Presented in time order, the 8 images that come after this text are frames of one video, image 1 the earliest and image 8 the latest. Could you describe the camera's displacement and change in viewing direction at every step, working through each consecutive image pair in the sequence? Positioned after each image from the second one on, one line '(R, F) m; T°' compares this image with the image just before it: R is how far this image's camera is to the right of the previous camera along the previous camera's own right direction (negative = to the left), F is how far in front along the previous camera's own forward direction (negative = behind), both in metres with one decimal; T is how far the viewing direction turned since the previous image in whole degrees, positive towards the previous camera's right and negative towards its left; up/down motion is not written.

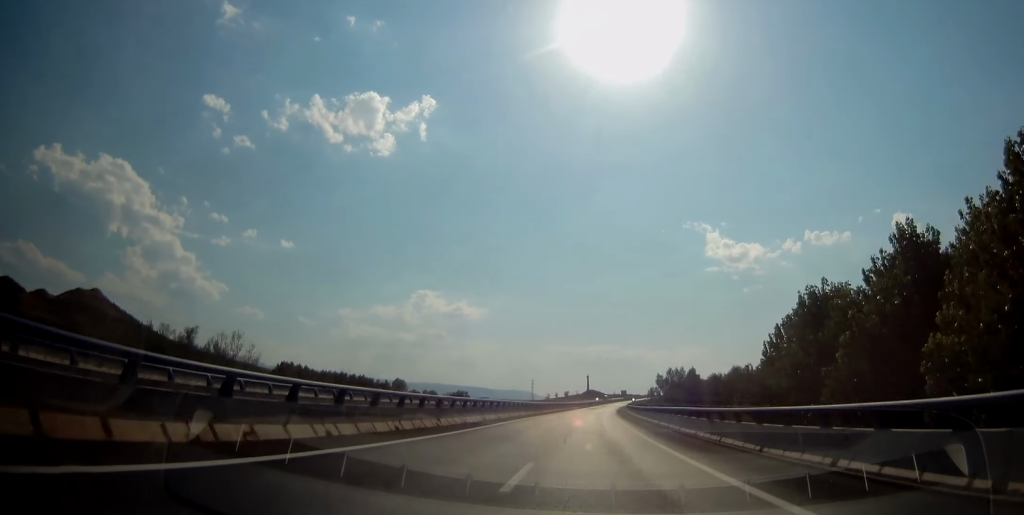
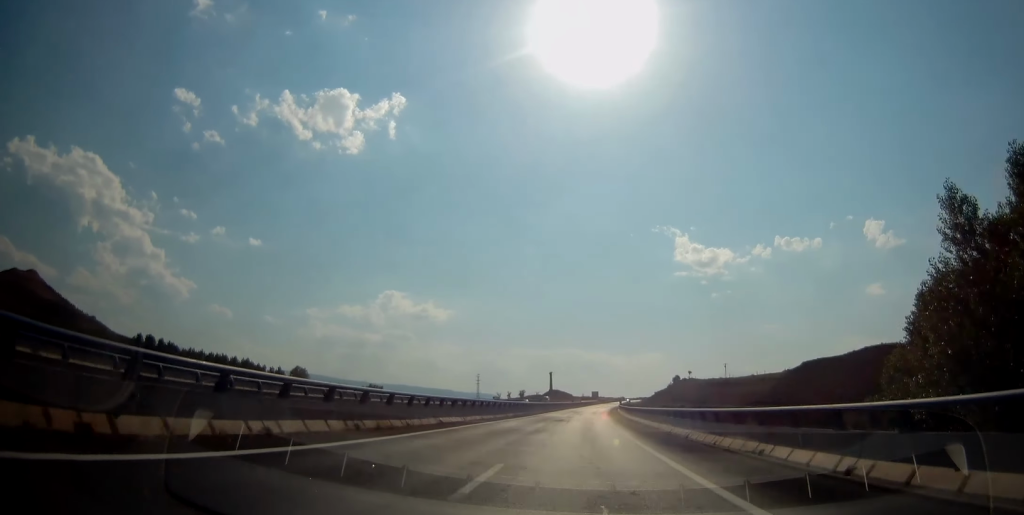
(+1.5, +103.8) m; +2°
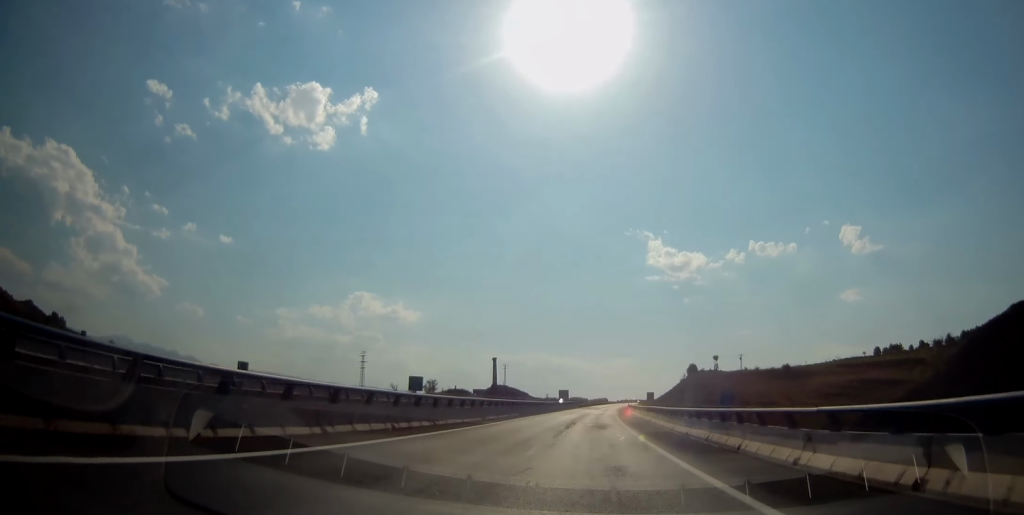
(+5.3, +145.2) m; +3°
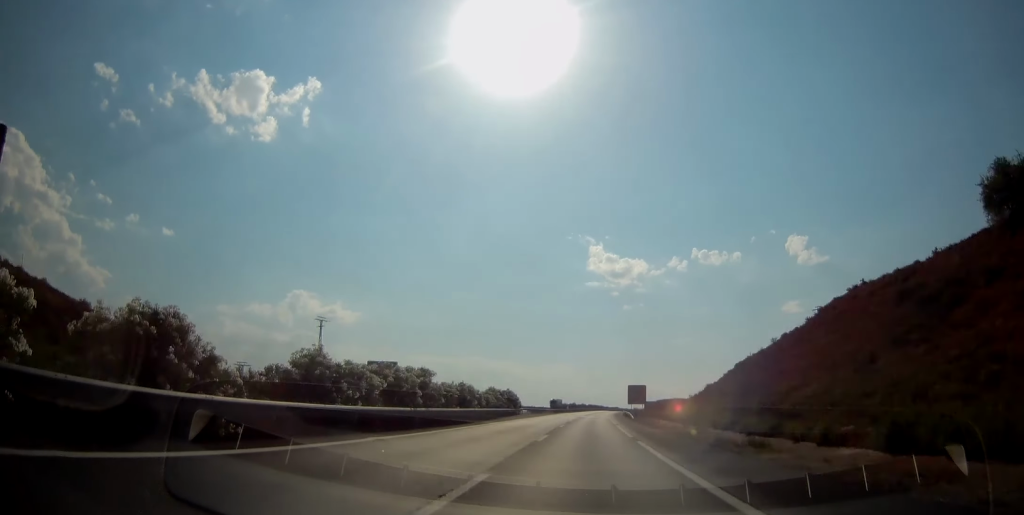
(+9.6, +221.2) m; +5°
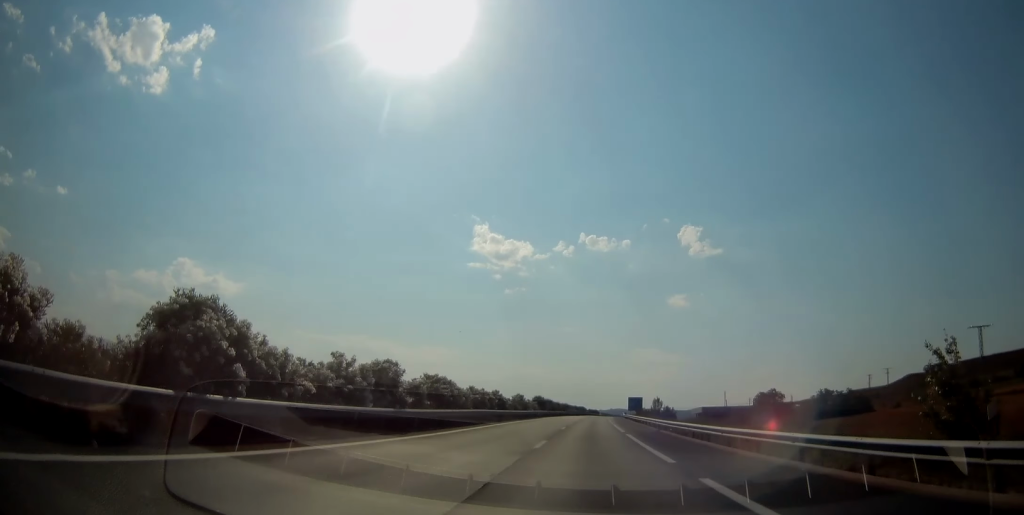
(+40.7, +441.6) m; +10°
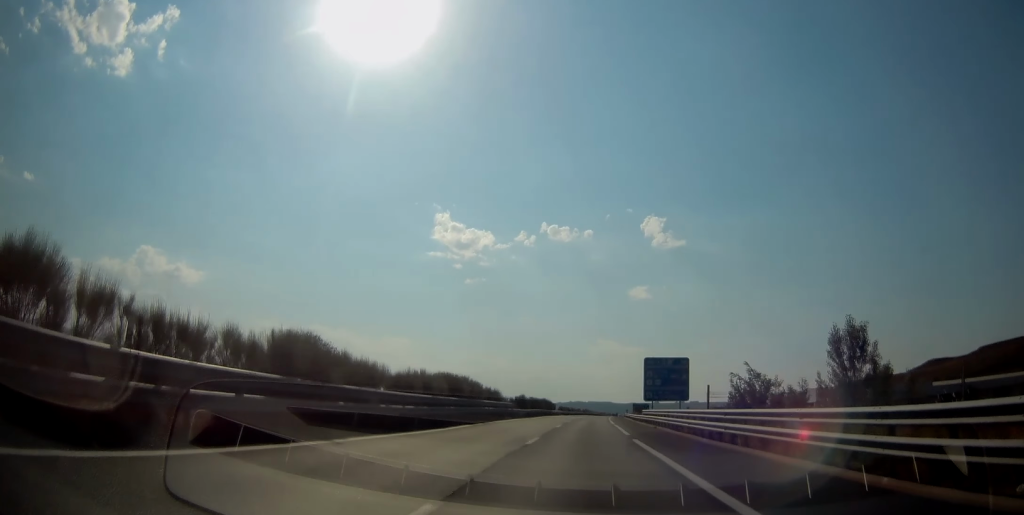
(+5.2, +152.9) m; +3°
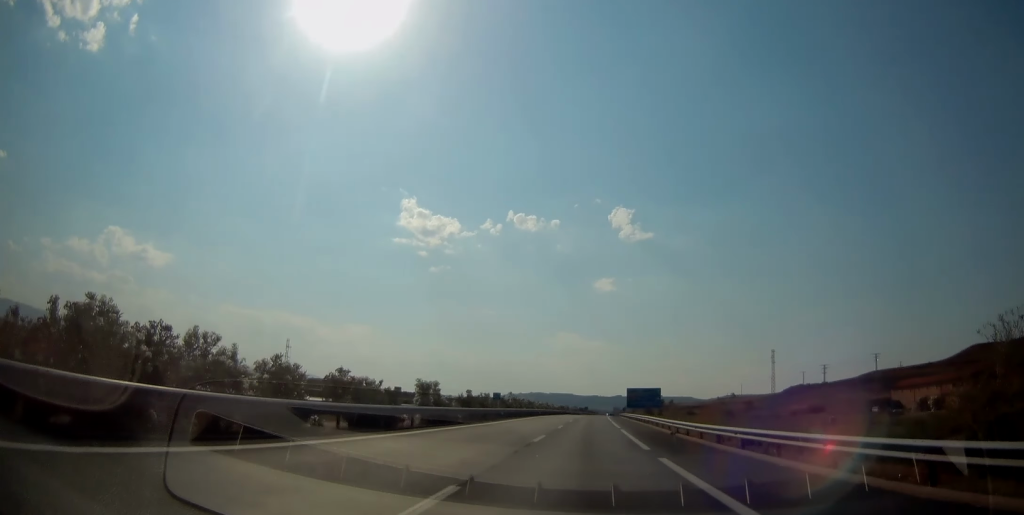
(+3.9, +152.8) m; +3°
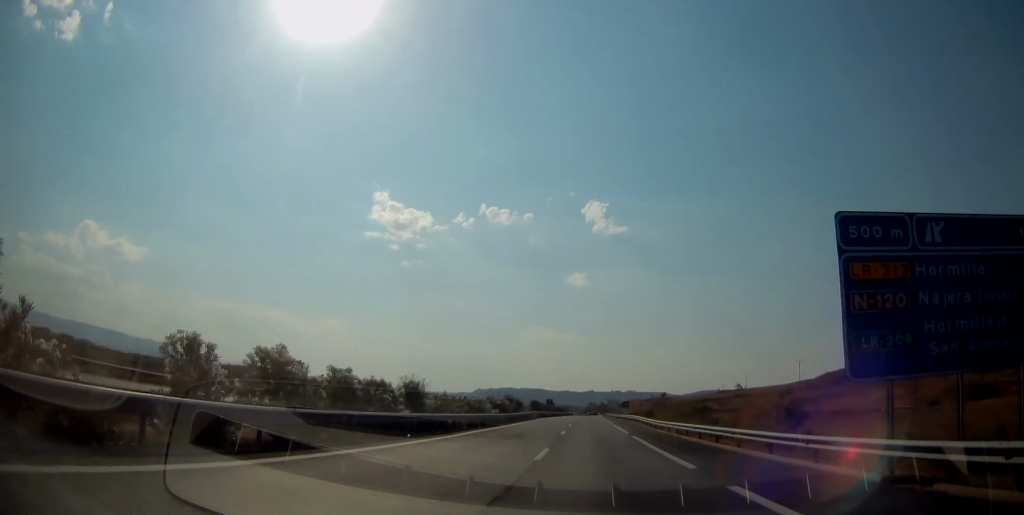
(+3.0, +125.0) m; +2°
